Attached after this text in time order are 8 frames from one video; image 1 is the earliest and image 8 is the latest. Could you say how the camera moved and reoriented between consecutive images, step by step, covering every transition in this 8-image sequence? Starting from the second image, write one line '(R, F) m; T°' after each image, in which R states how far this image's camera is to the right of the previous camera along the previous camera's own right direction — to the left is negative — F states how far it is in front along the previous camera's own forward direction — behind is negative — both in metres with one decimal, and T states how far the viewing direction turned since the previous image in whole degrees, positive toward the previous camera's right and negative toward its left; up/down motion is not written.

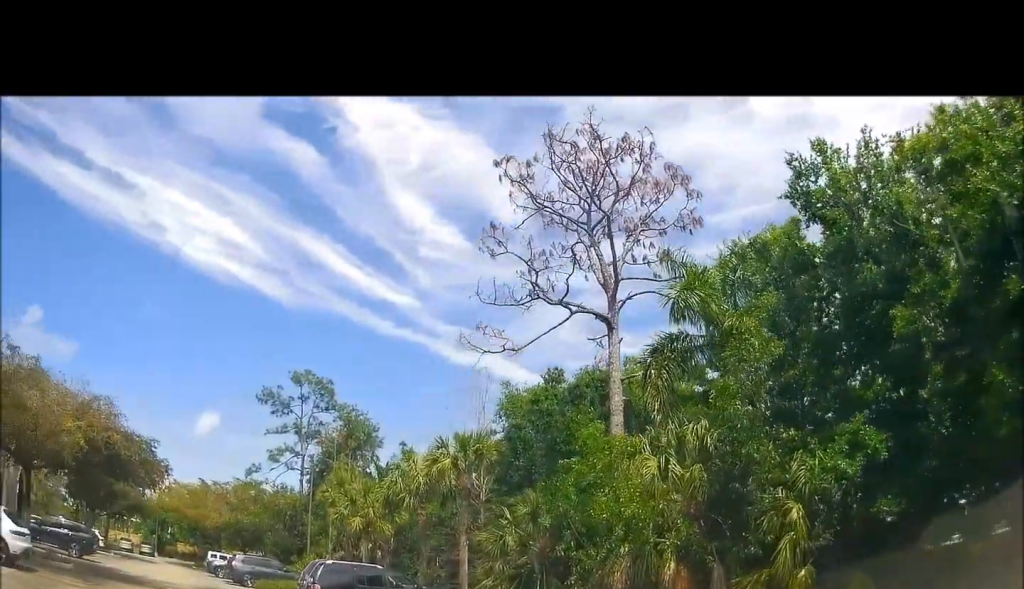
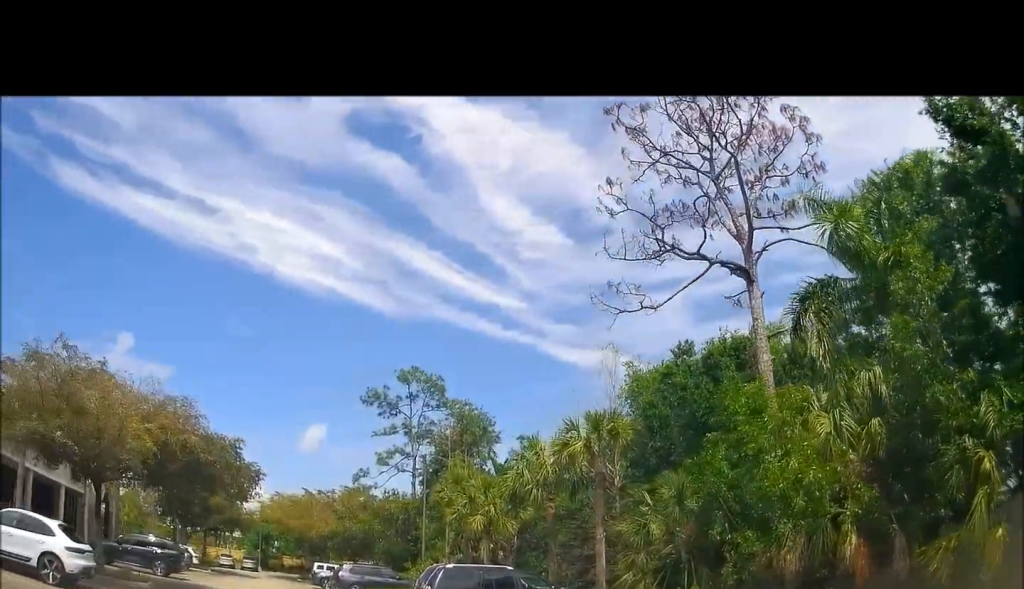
(-0.5, +2.3) m; -13°
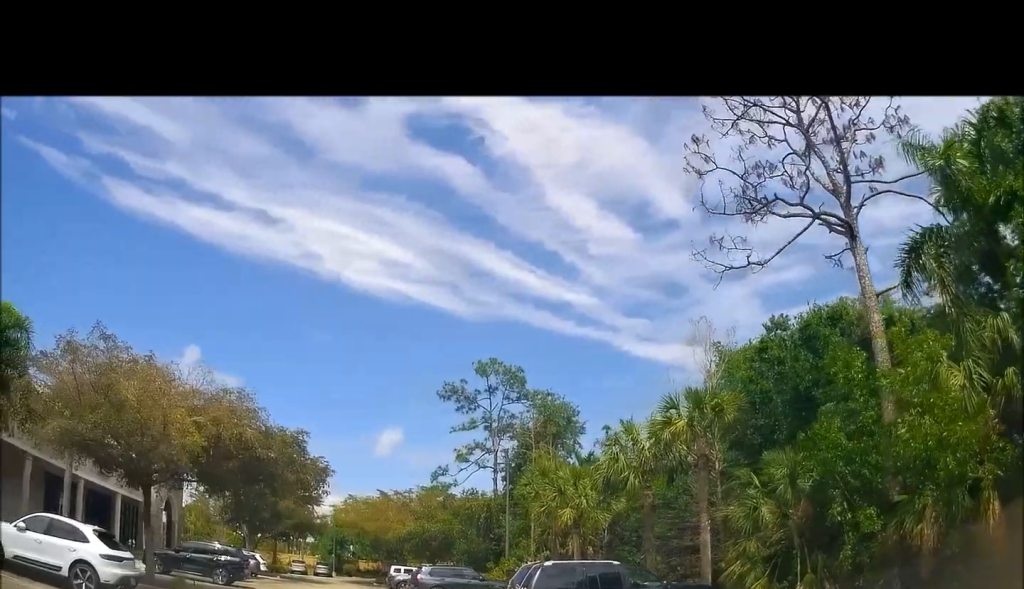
(0.0, +1.7) m; +2°
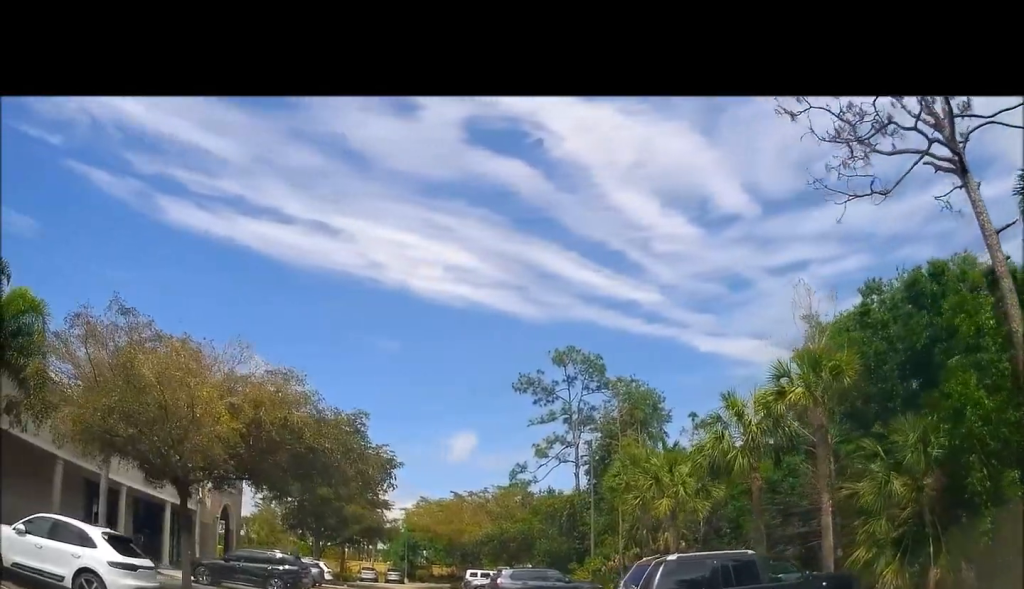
(0.0, +2.3) m; 0°
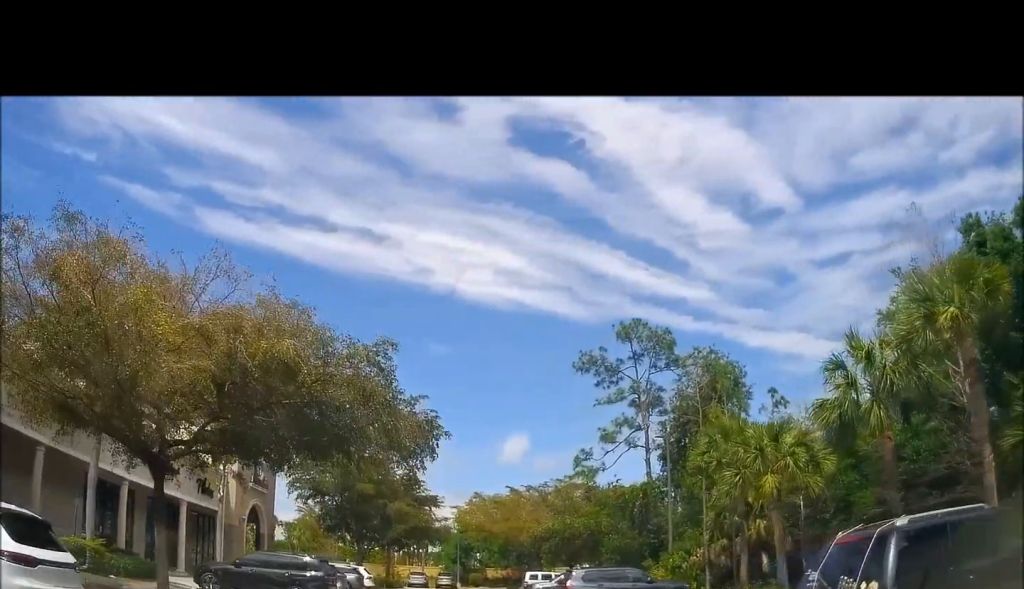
(-0.1, +3.8) m; -3°
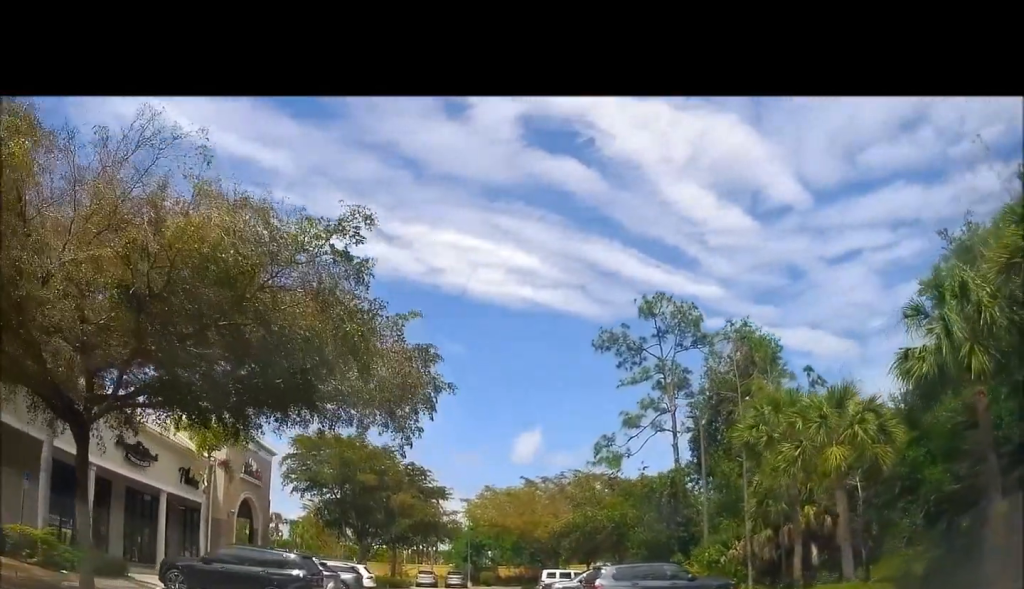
(-0.2, +2.8) m; 0°
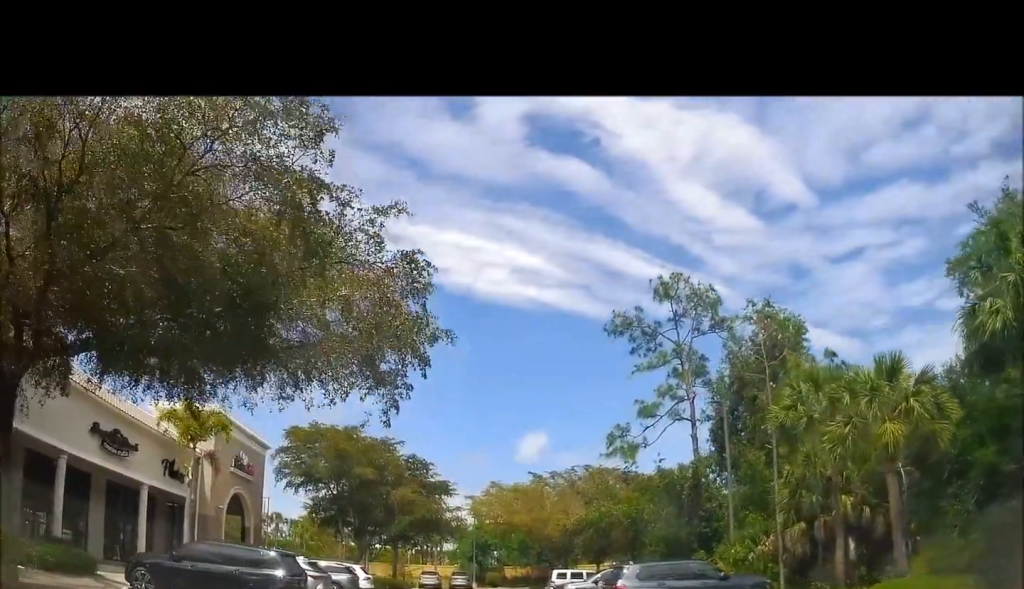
(+0.1, +2.0) m; +3°
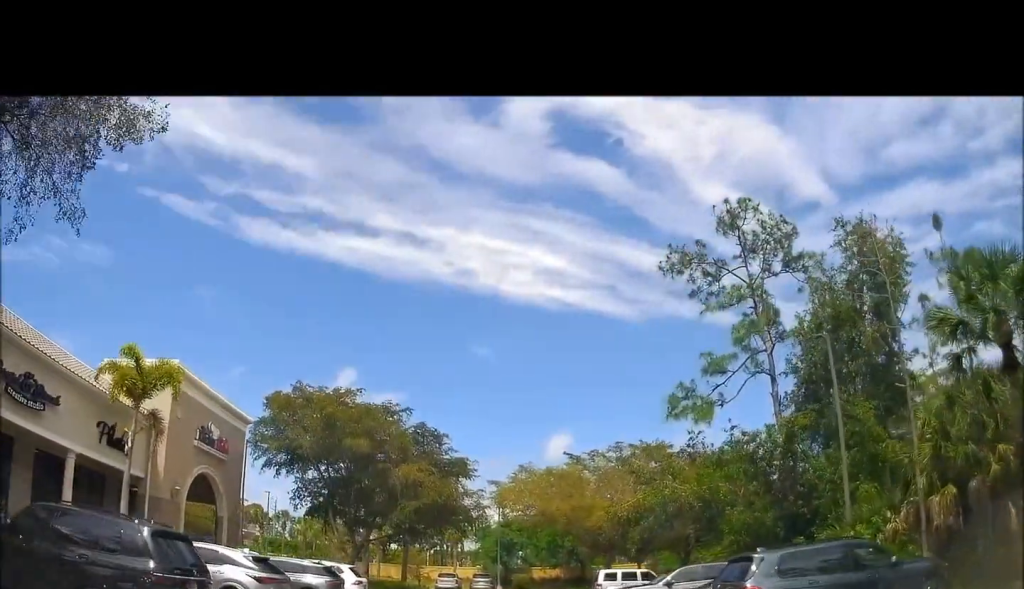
(0.0, +6.5) m; -6°
